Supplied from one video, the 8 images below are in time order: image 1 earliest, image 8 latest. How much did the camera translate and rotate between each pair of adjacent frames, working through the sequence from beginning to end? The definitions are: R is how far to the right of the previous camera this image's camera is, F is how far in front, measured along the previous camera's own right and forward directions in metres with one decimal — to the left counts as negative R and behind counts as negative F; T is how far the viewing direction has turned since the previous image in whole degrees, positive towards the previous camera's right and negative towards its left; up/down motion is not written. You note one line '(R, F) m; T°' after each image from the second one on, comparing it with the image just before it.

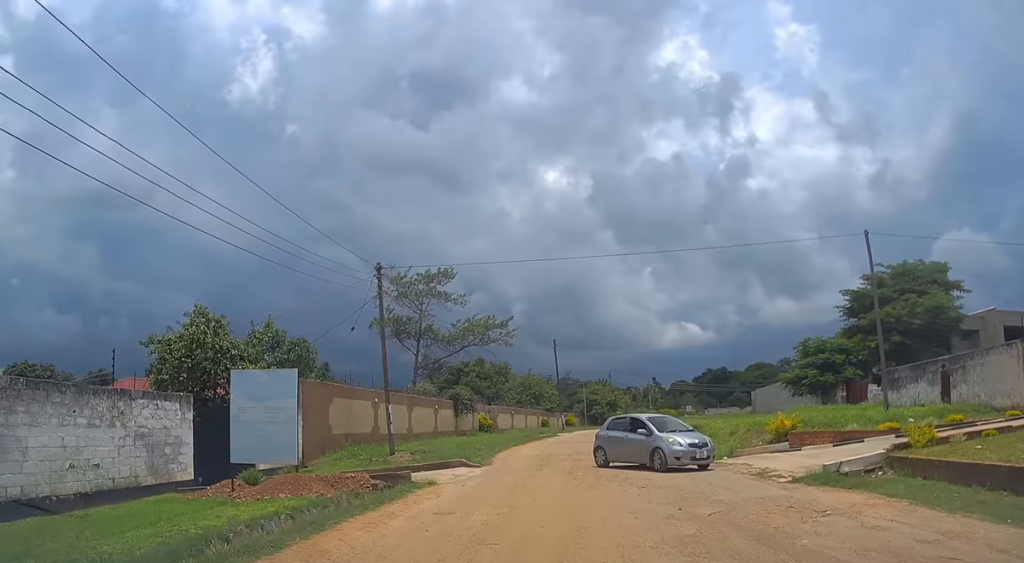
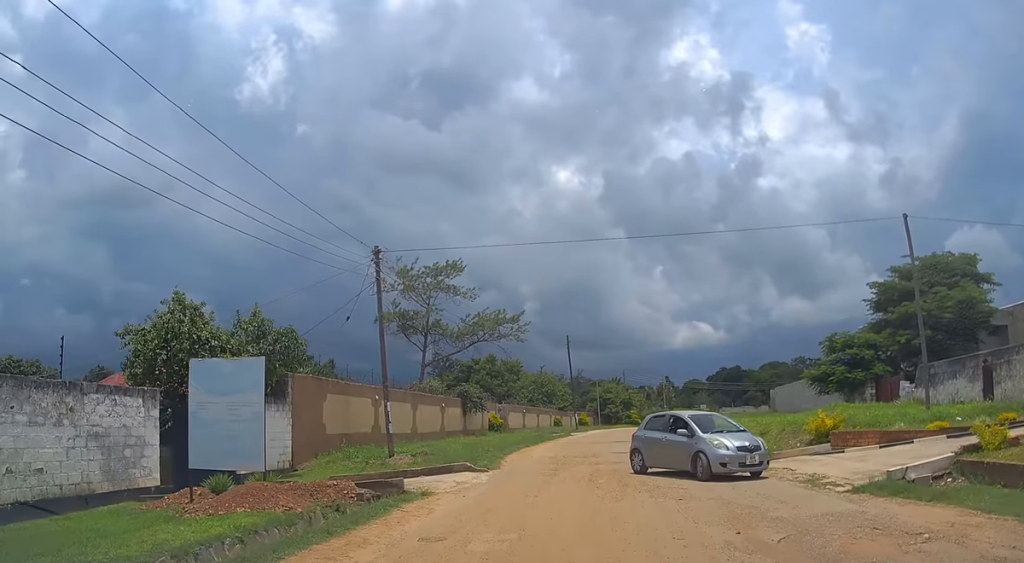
(0.0, +2.3) m; -1°
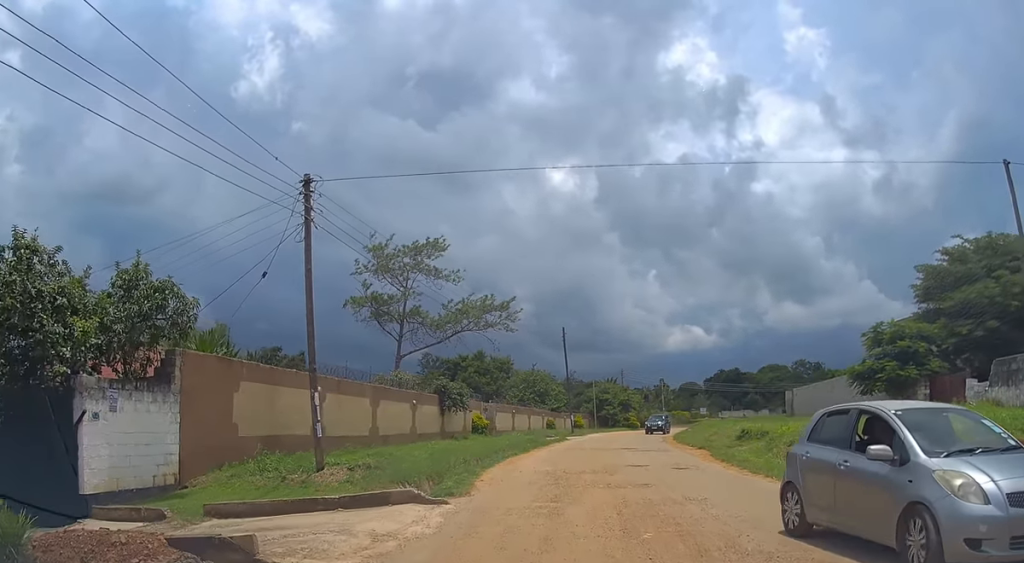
(-0.3, +7.0) m; -3°
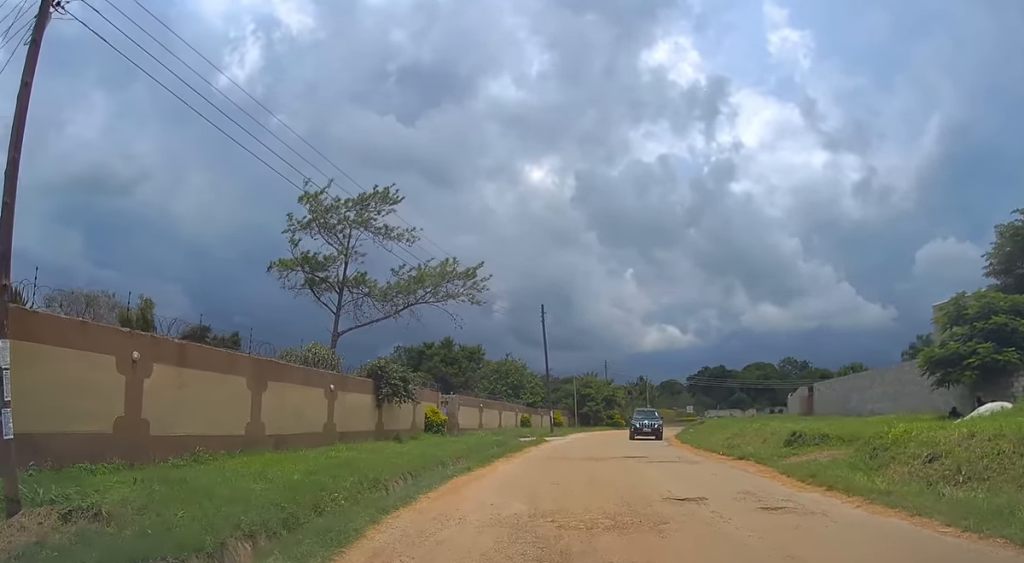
(+0.2, +9.6) m; +3°
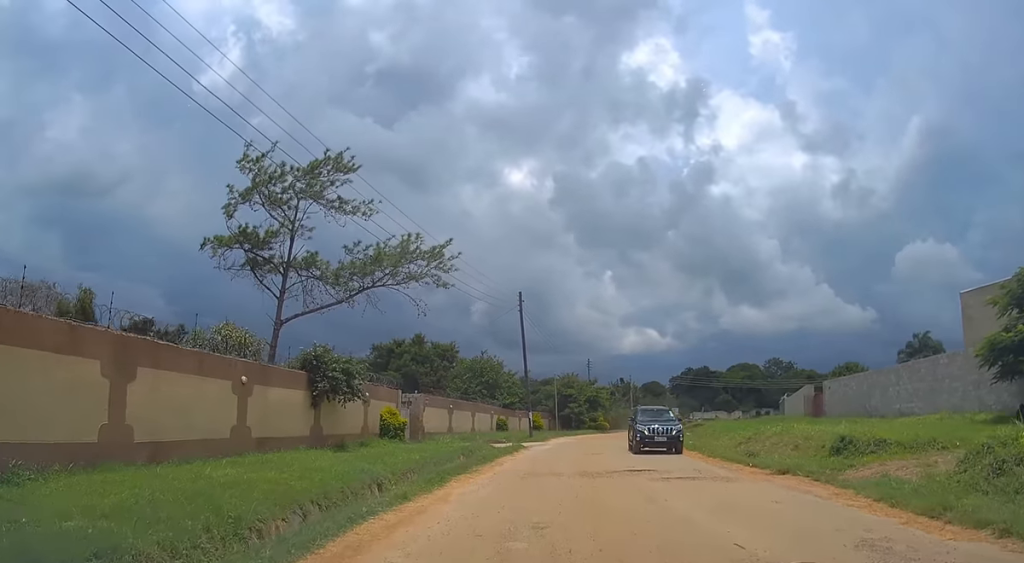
(0.0, +5.8) m; +1°
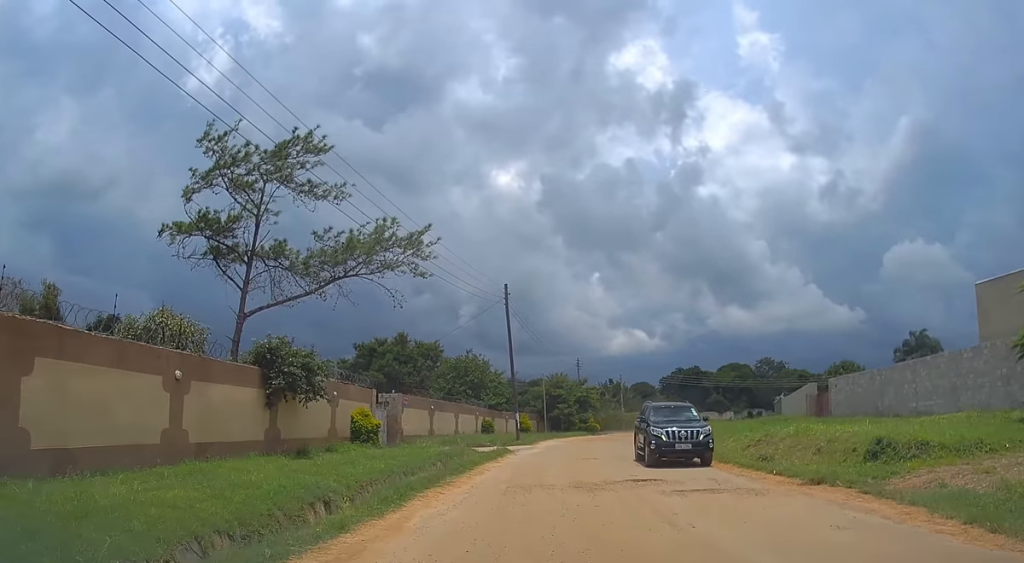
(0.0, +3.0) m; +1°
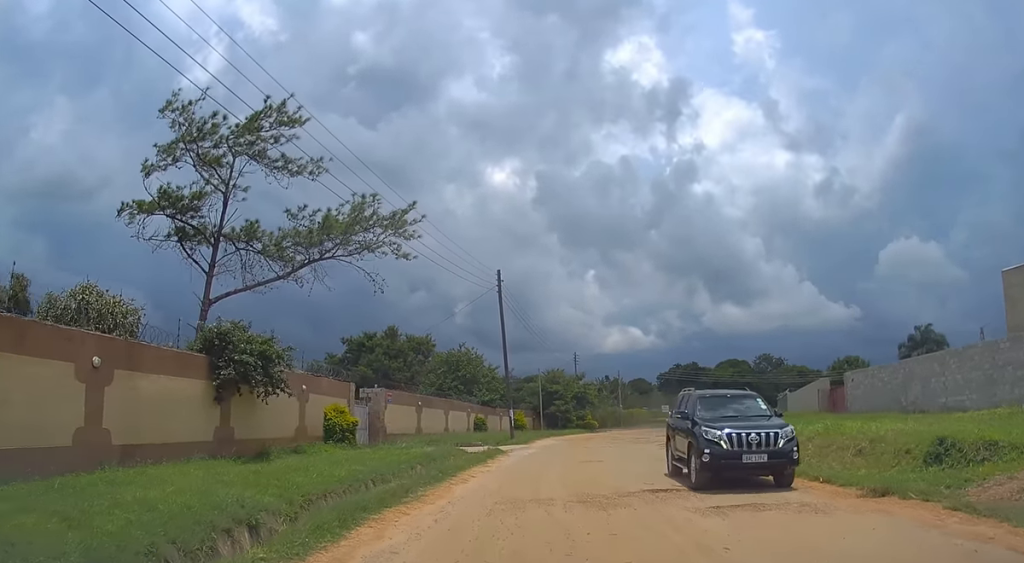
(0.0, +3.1) m; 0°
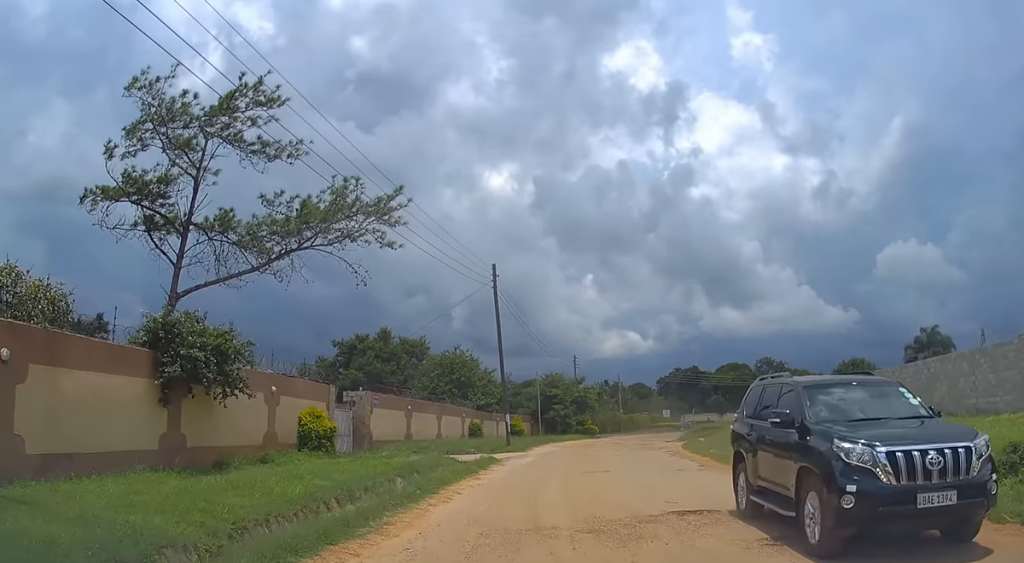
(+0.1, +2.6) m; 0°
